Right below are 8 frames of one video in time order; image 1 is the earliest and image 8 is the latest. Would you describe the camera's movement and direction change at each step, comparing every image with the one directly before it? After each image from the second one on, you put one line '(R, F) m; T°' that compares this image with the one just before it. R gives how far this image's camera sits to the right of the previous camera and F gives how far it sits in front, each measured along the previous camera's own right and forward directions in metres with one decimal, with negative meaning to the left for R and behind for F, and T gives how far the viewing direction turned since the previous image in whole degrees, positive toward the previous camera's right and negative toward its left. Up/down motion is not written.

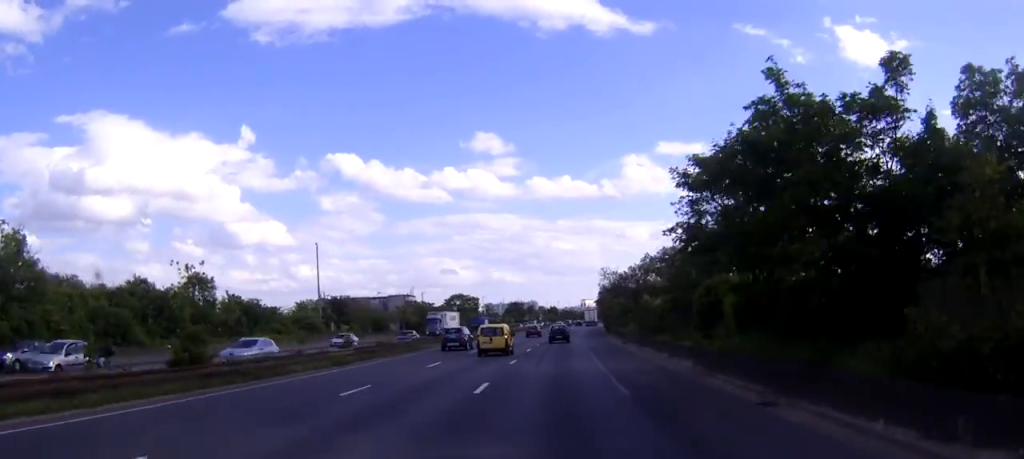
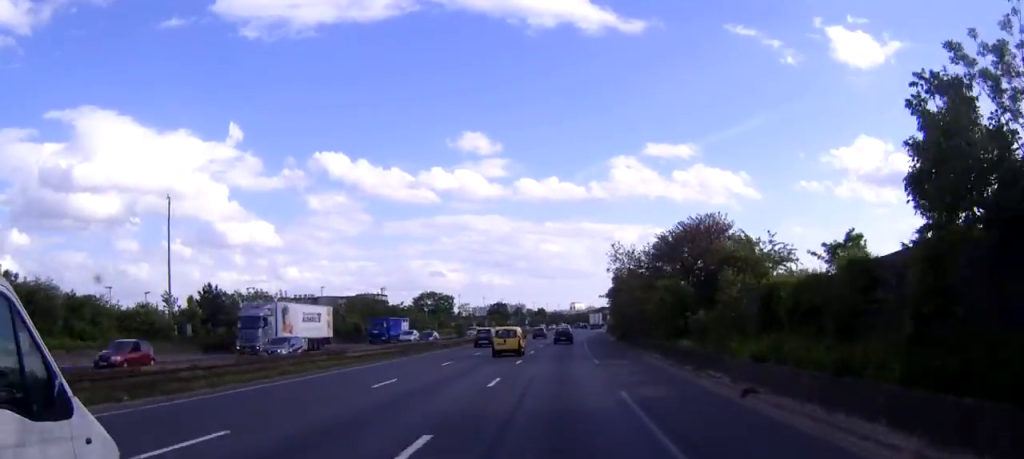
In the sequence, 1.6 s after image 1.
(+0.4, +35.2) m; +1°
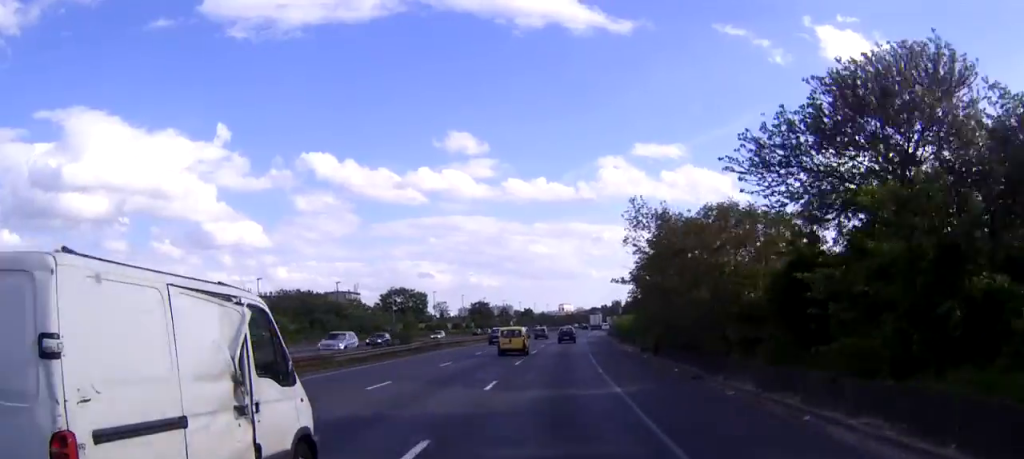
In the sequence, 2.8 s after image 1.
(+0.2, +26.1) m; +1°
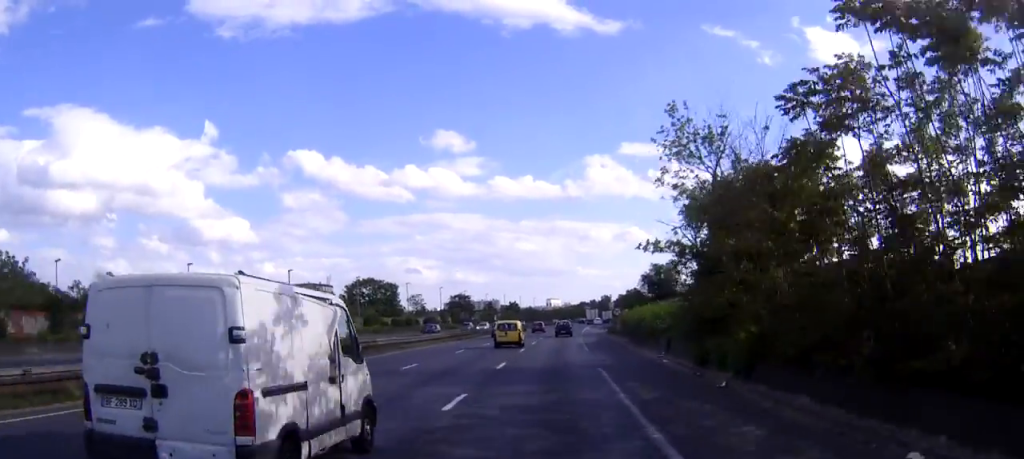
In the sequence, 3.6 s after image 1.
(0.0, +19.5) m; +1°
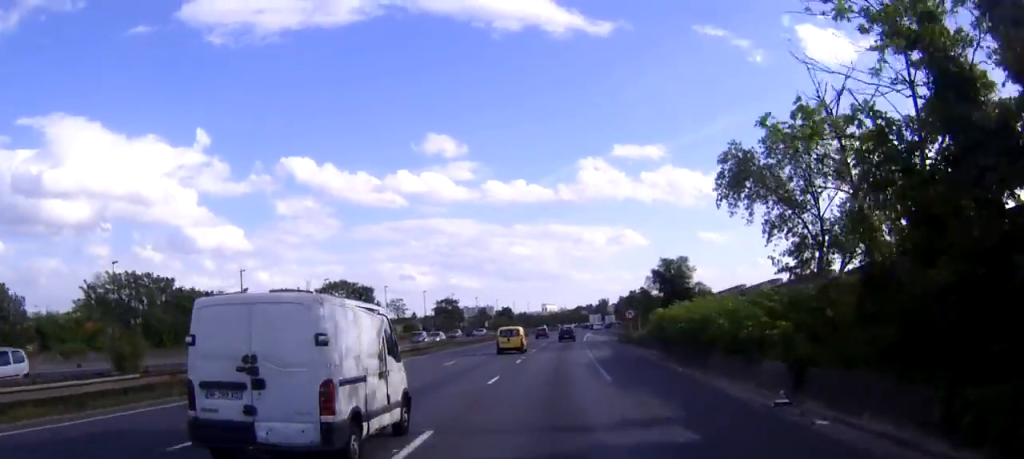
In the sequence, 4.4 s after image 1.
(+0.1, +17.4) m; +1°
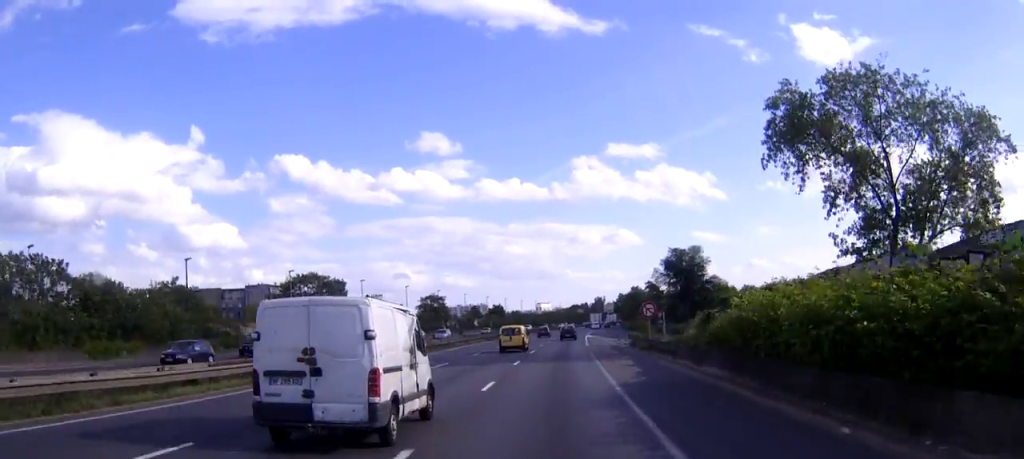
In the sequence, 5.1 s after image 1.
(+0.1, +15.1) m; 0°
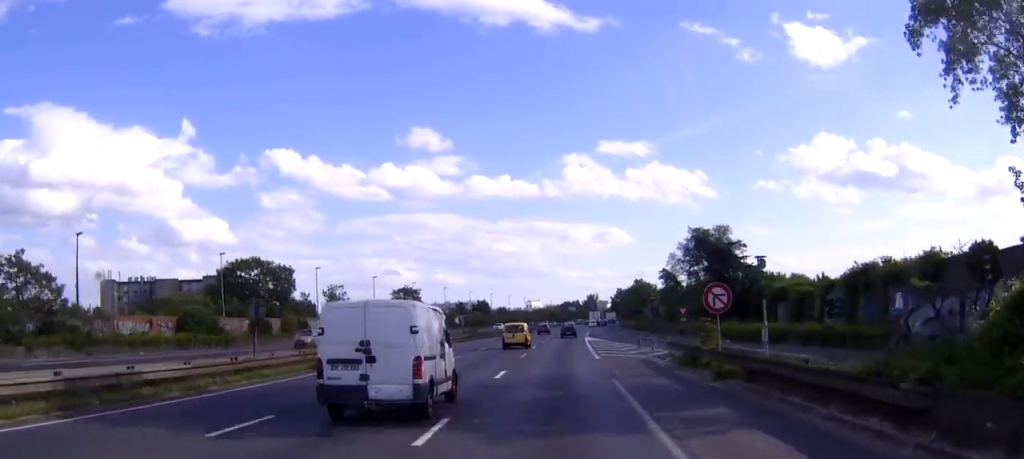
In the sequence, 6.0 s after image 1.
(+0.1, +22.0) m; +1°
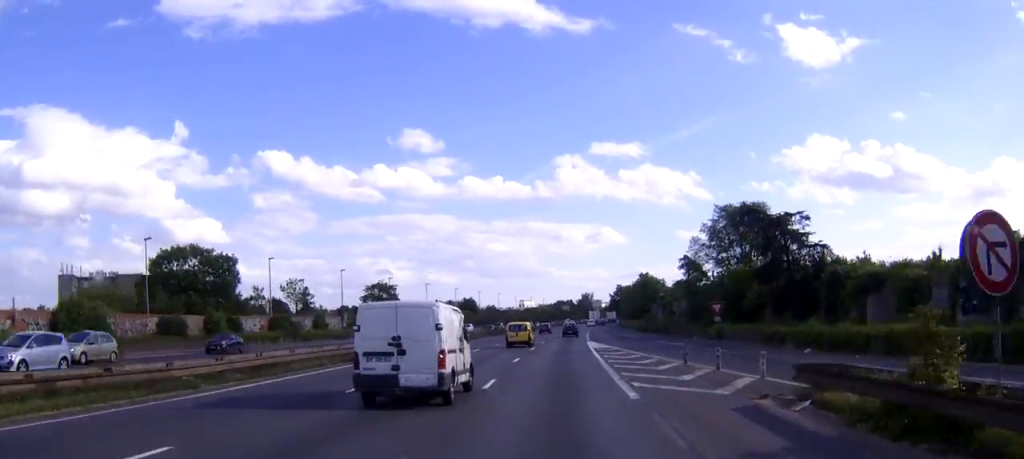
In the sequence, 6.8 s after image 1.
(+0.1, +17.3) m; +1°
